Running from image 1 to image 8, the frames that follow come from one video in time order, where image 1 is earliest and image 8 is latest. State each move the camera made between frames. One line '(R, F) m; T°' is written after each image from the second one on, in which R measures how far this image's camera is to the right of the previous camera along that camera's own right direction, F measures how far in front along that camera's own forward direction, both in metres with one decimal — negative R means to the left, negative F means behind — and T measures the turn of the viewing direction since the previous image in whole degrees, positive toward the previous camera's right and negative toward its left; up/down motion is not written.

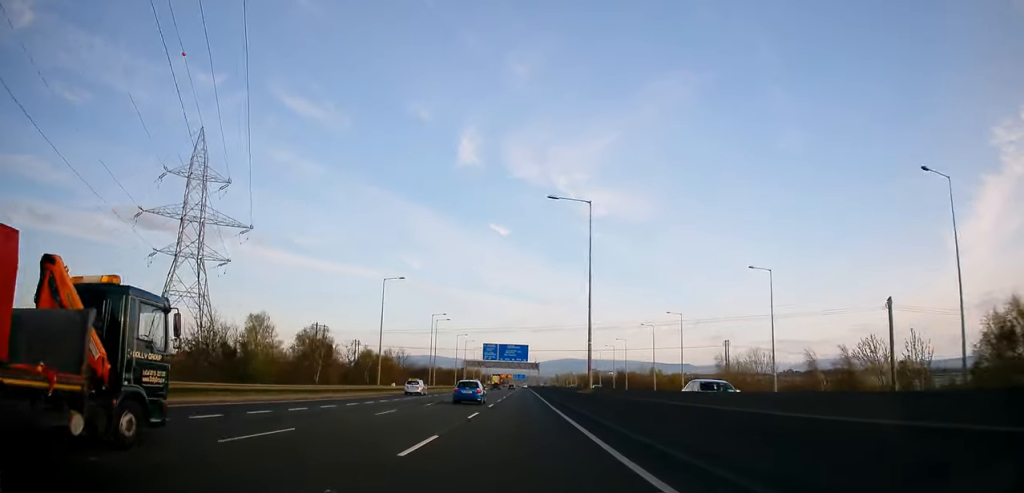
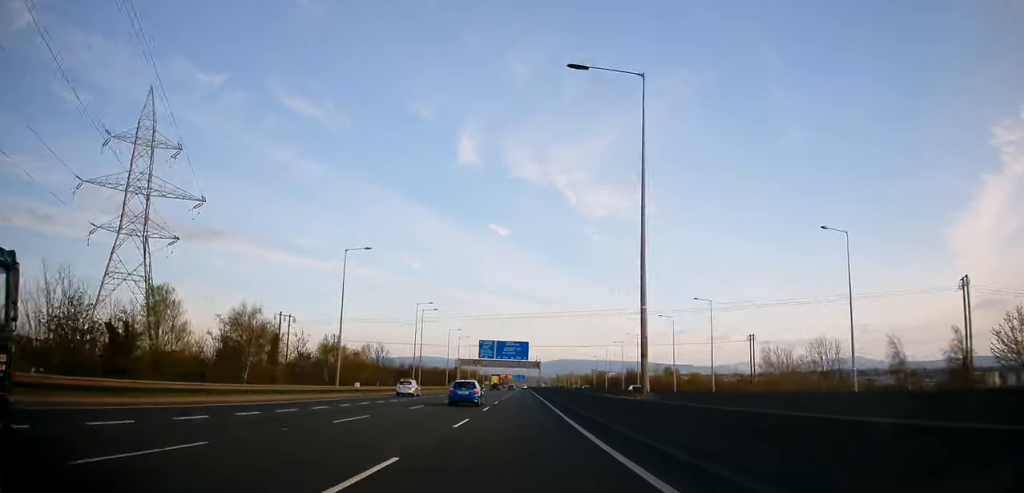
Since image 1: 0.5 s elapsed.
(+0.1, +15.7) m; 0°
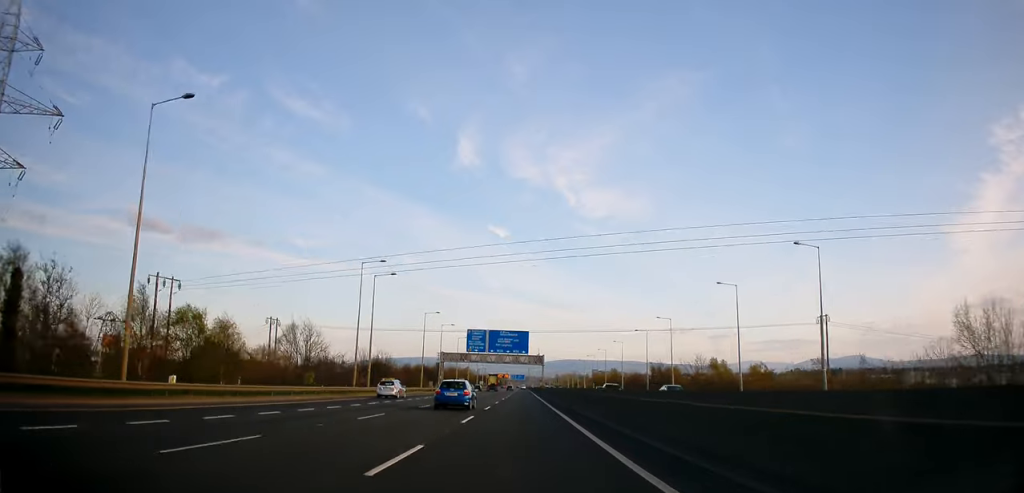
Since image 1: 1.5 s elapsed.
(+0.1, +32.9) m; 0°
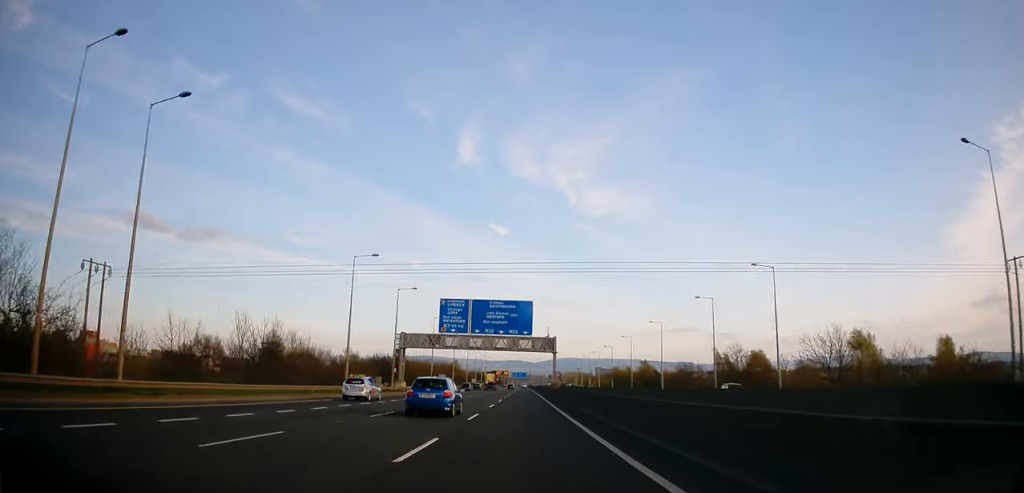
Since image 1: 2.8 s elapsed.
(-0.3, +45.3) m; 0°
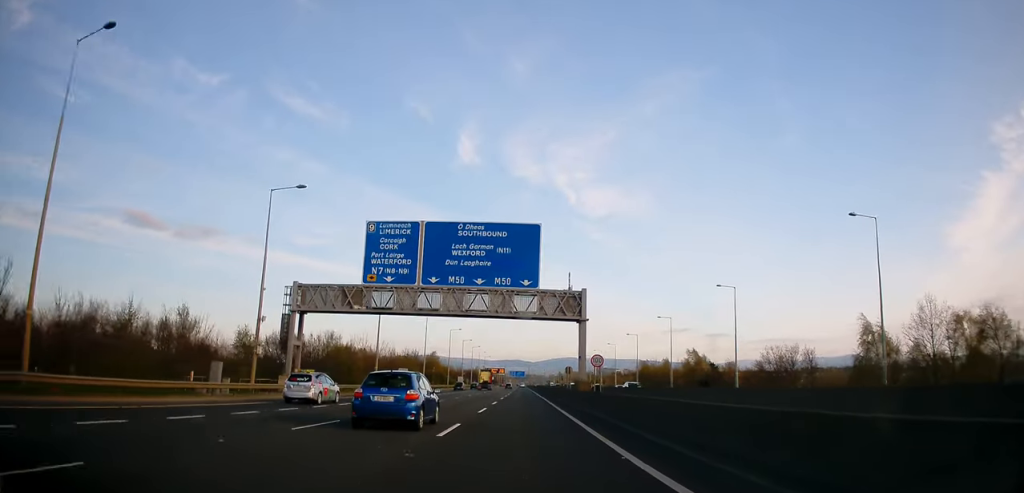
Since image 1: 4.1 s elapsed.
(+0.3, +43.1) m; +1°
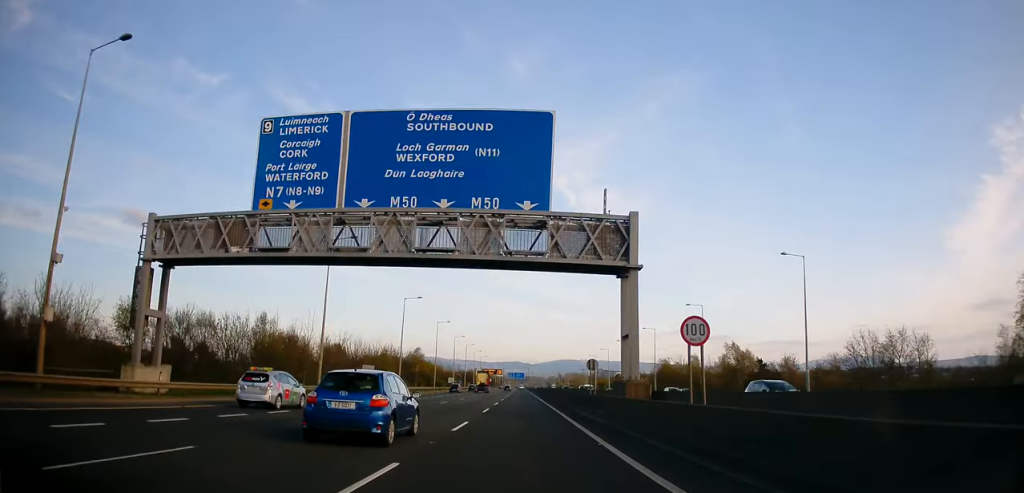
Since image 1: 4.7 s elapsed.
(0.0, +20.3) m; 0°
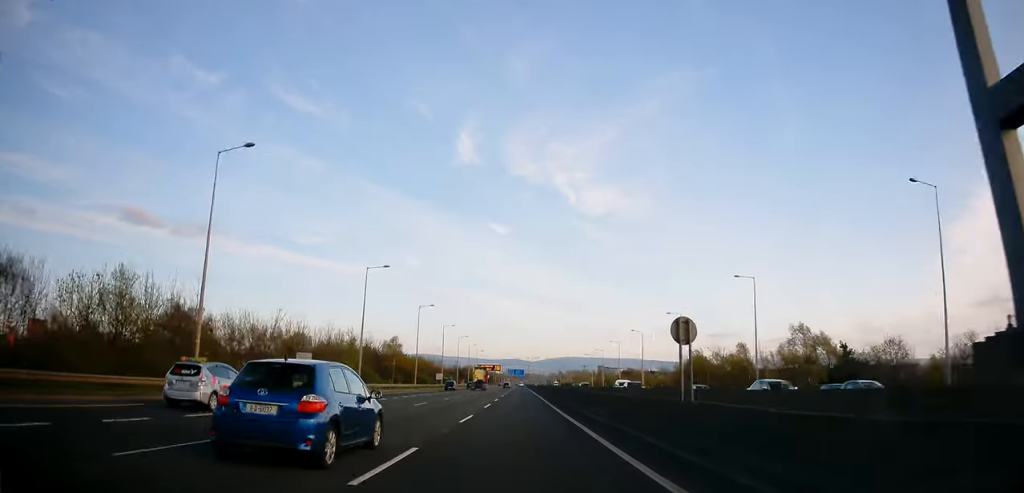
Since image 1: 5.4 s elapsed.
(0.0, +21.7) m; 0°
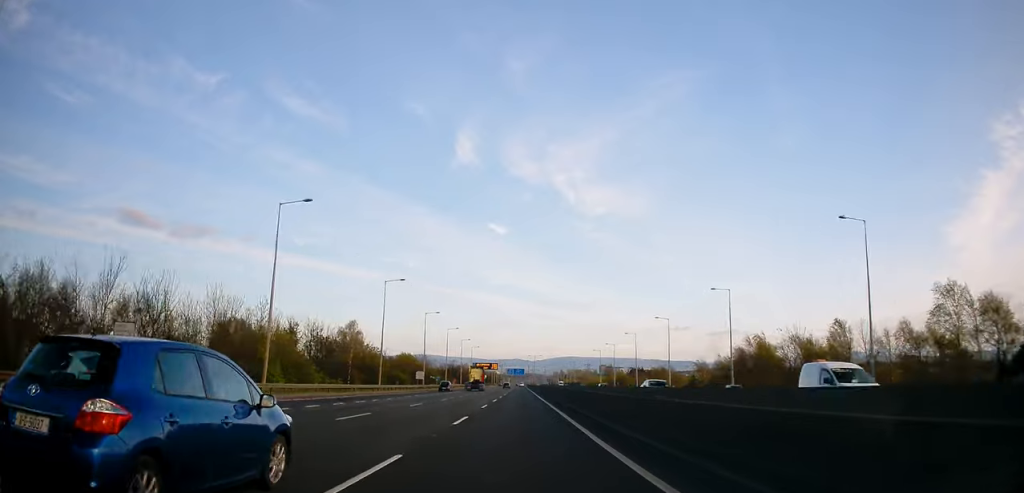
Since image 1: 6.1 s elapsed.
(+0.1, +24.5) m; 0°
